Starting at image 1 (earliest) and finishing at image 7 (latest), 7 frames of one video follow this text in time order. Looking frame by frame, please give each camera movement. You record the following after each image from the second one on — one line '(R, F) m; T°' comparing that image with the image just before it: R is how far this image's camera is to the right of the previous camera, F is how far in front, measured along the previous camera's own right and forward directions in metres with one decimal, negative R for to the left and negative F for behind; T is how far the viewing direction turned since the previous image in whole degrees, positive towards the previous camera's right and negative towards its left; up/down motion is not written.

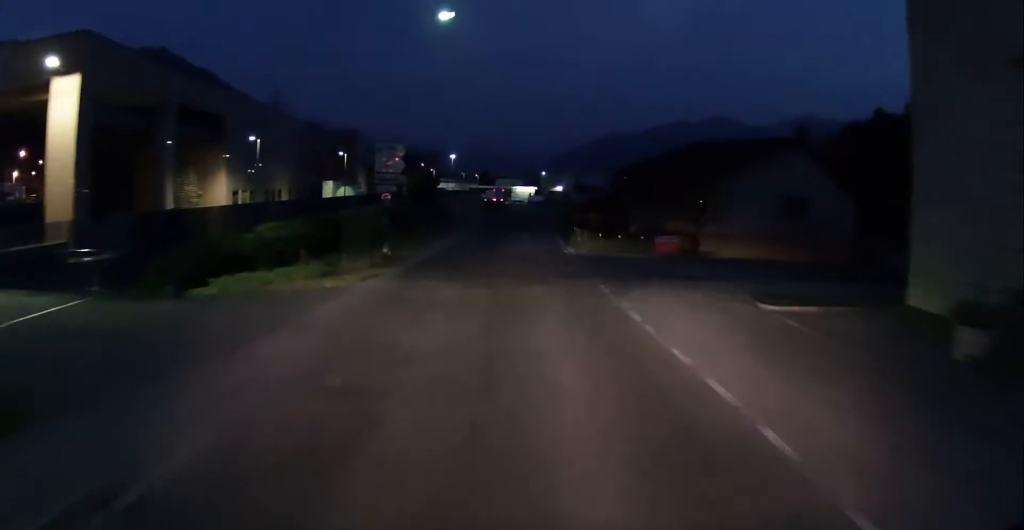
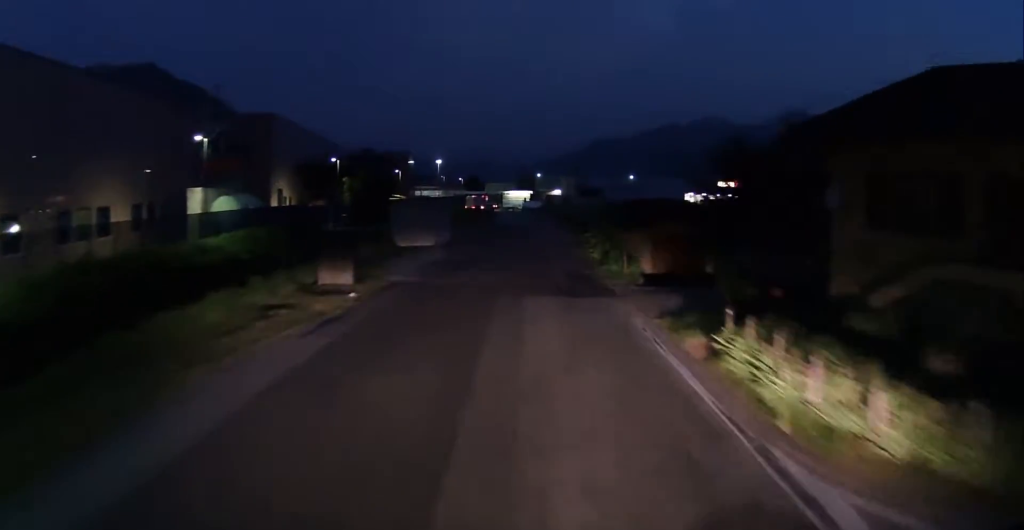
(-0.3, +29.3) m; +1°
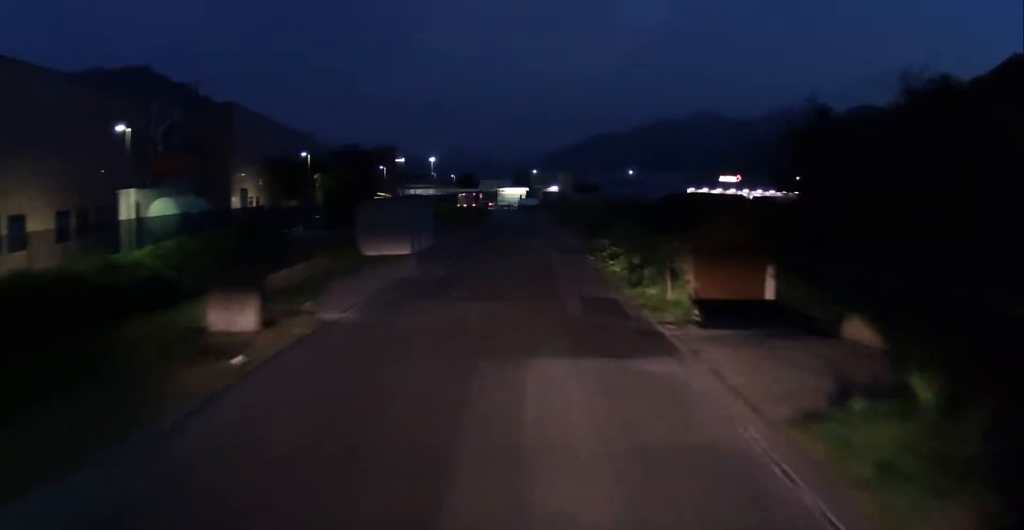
(0.0, +7.7) m; 0°
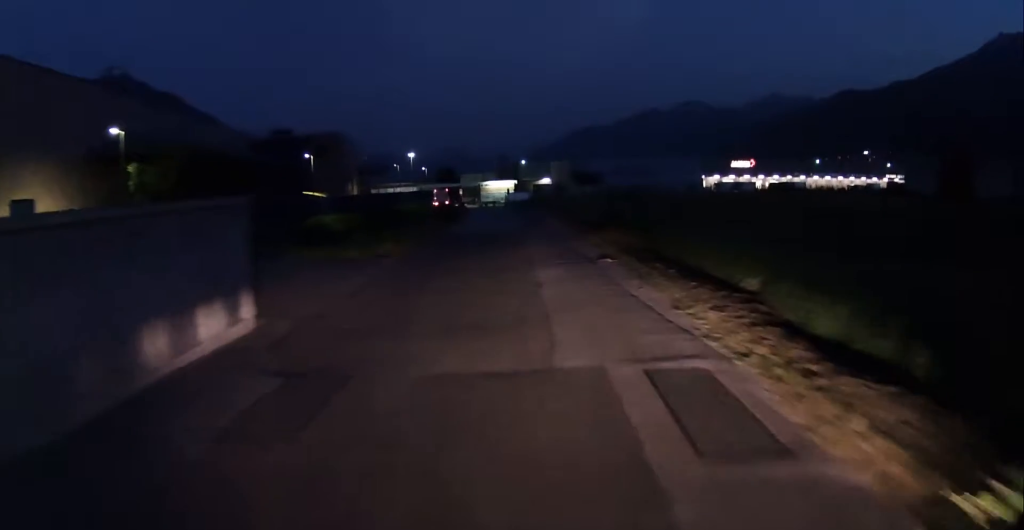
(+0.1, +26.8) m; +2°
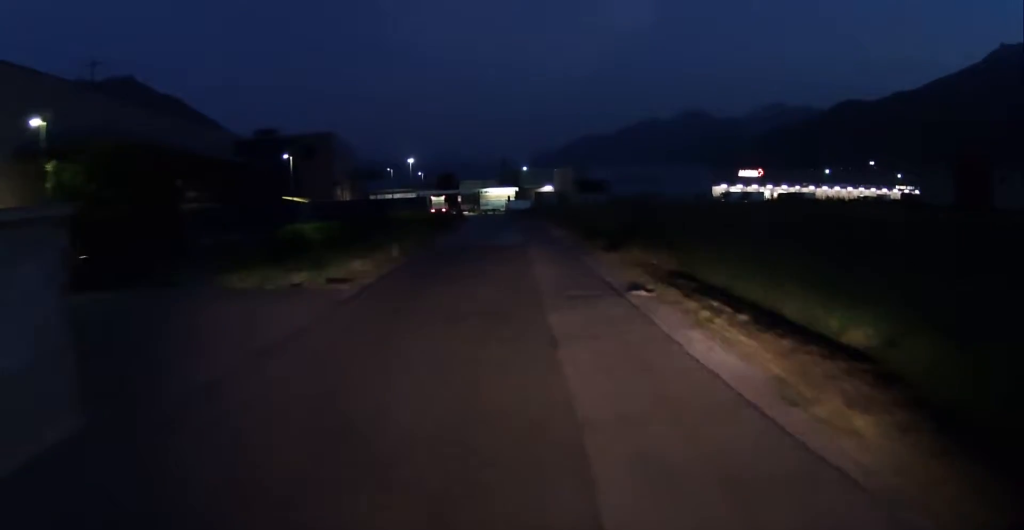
(-0.1, +6.3) m; +1°
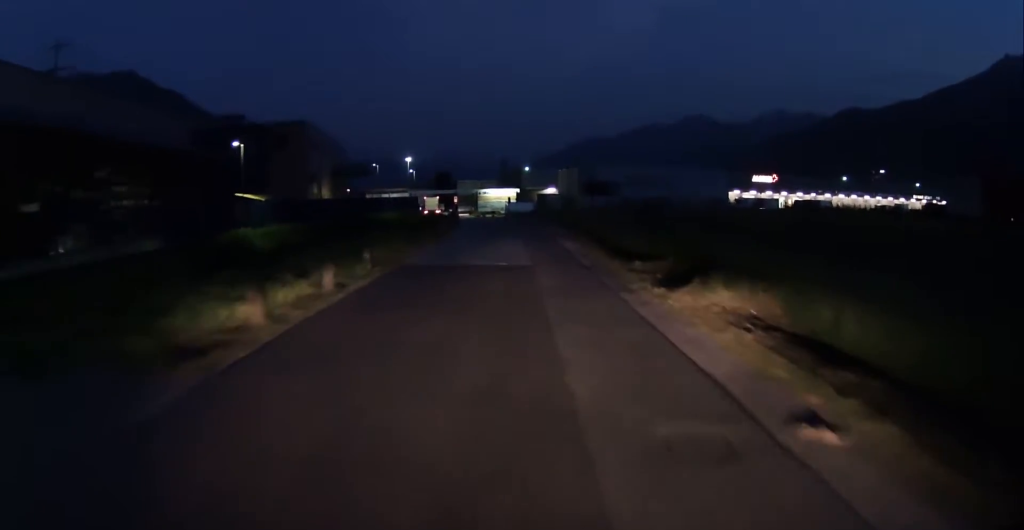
(+0.5, +10.9) m; 0°
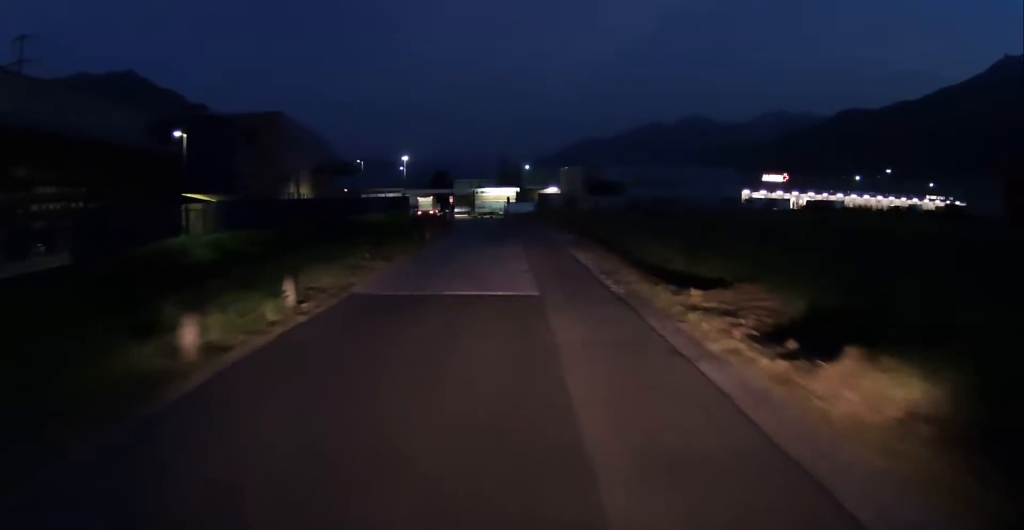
(-0.3, +8.3) m; -1°
